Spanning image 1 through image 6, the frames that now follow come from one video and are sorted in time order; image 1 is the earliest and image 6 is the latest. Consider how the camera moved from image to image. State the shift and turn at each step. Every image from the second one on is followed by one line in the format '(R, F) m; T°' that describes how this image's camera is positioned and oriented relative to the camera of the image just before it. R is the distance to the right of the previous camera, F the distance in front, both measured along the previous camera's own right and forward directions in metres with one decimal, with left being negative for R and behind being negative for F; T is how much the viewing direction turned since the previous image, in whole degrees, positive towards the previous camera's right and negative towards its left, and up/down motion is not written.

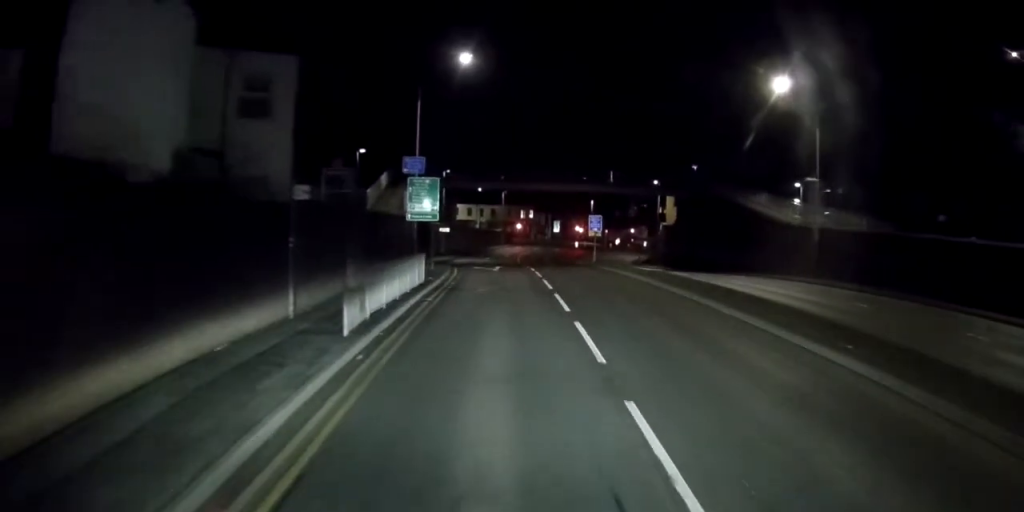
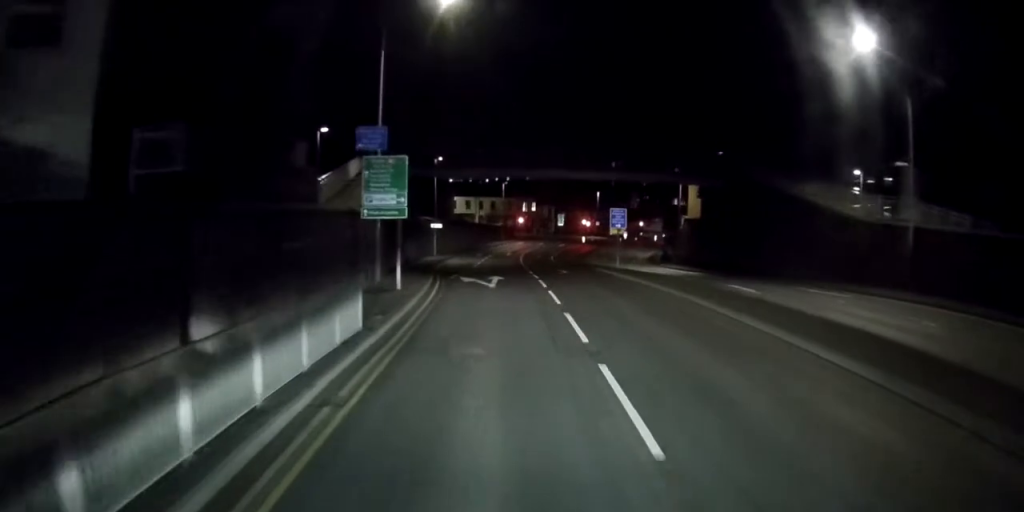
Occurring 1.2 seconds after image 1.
(-0.5, +9.4) m; -3°
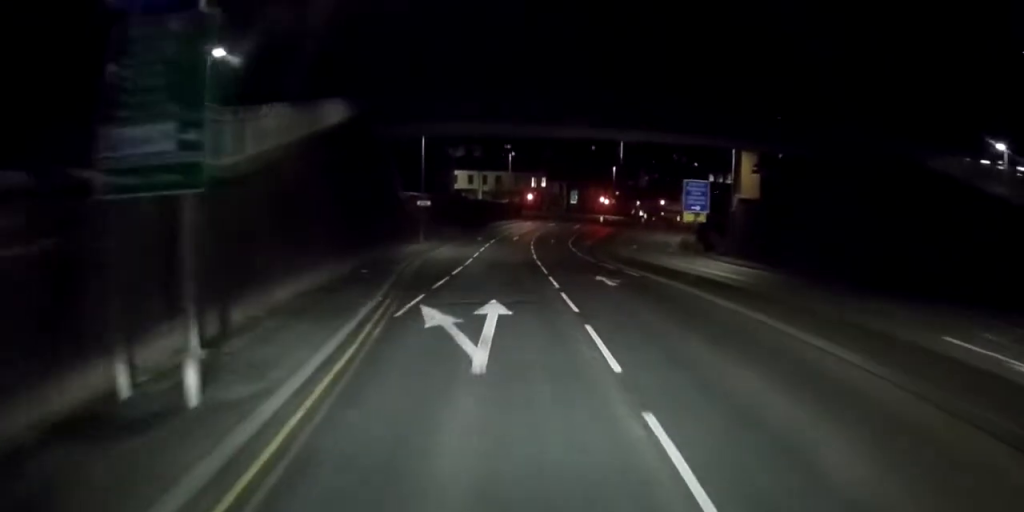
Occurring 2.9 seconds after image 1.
(+0.6, +14.6) m; +4°
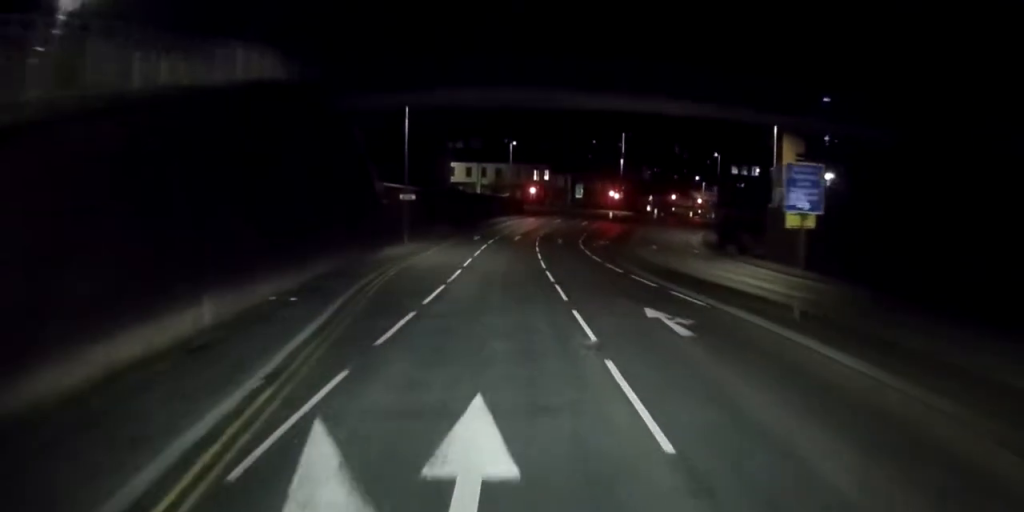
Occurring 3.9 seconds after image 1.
(0.0, +8.9) m; -1°
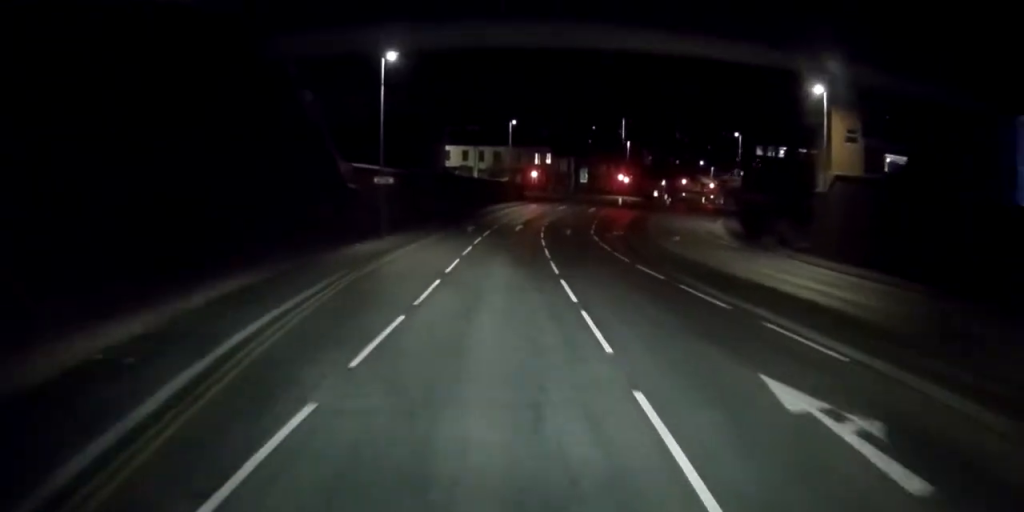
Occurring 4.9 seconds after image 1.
(-0.1, +8.1) m; 0°
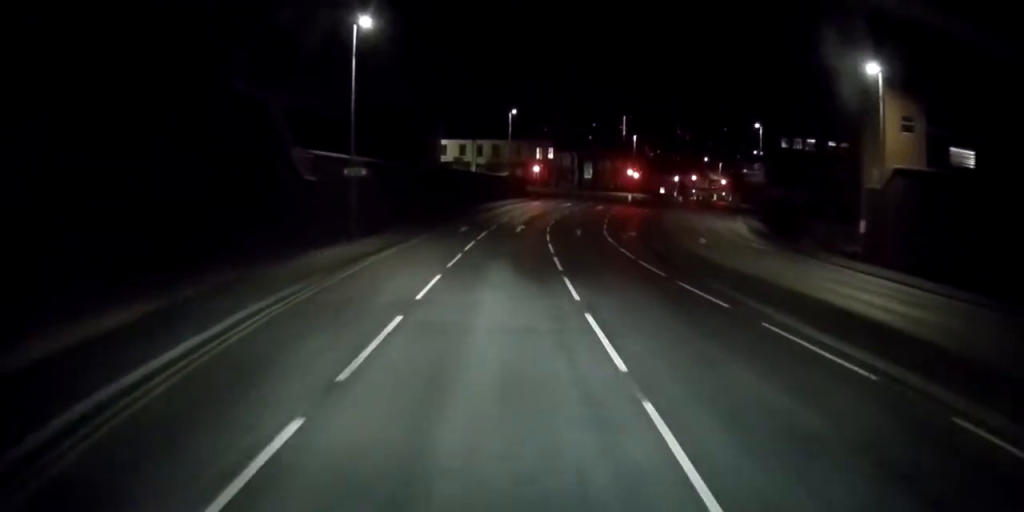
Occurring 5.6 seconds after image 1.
(0.0, +6.8) m; 0°
